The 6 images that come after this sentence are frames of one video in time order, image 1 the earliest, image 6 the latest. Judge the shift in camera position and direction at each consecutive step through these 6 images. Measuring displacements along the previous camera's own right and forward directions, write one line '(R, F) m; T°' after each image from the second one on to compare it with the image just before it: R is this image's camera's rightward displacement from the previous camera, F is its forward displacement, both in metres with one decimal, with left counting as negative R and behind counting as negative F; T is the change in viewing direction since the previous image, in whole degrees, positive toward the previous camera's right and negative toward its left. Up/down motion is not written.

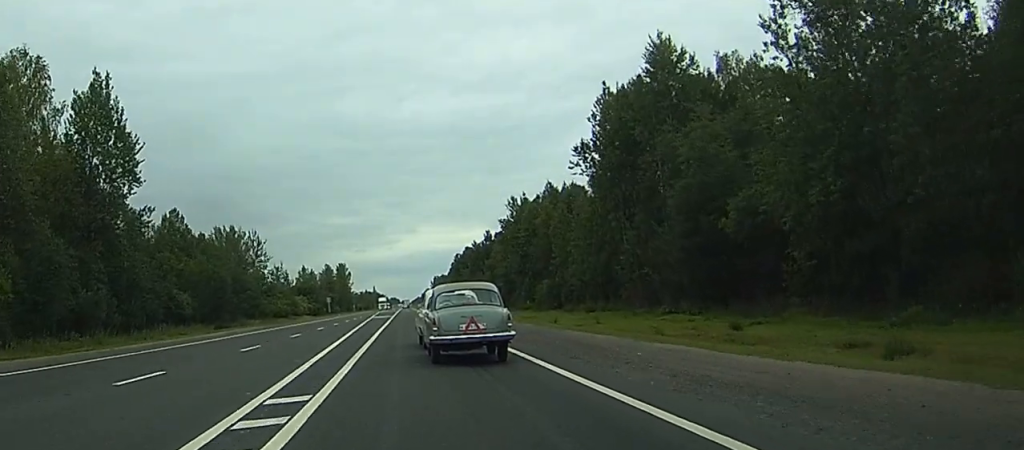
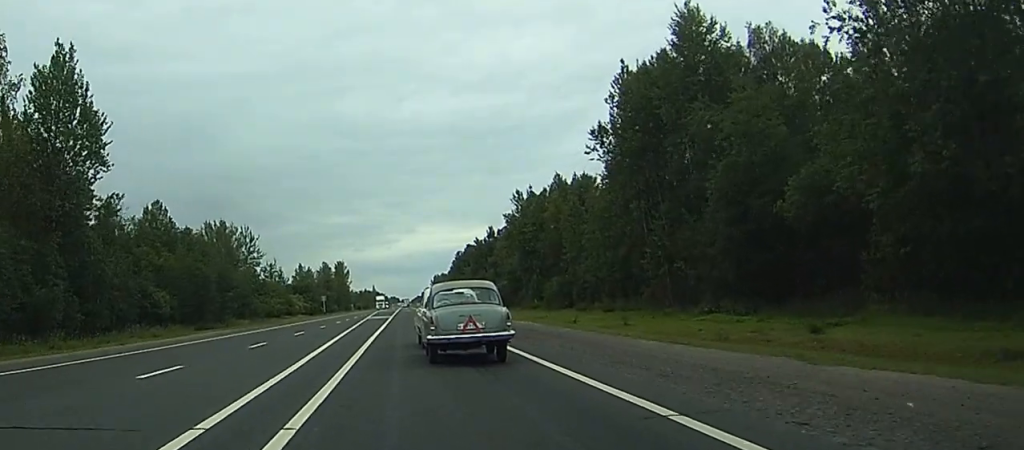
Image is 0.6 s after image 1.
(0.0, +10.4) m; 0°
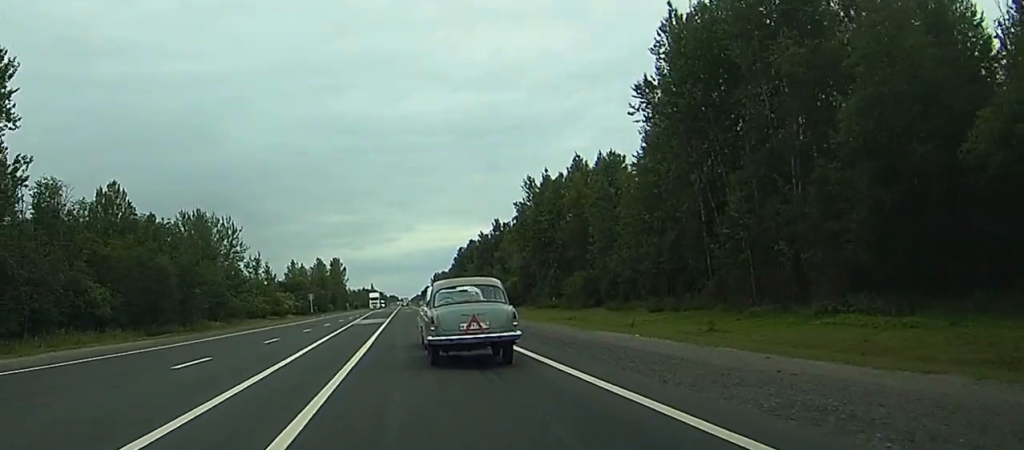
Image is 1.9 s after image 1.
(0.0, +20.7) m; 0°
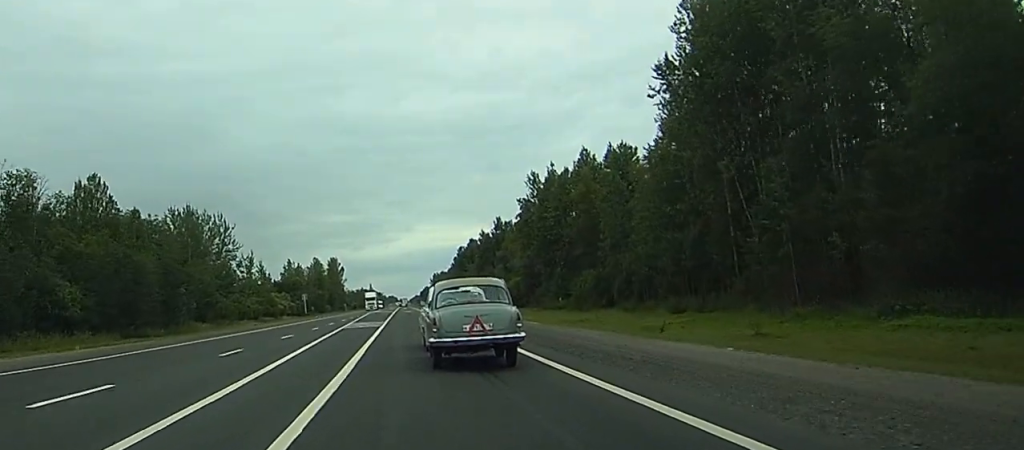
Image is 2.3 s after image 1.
(0.0, +7.4) m; 0°
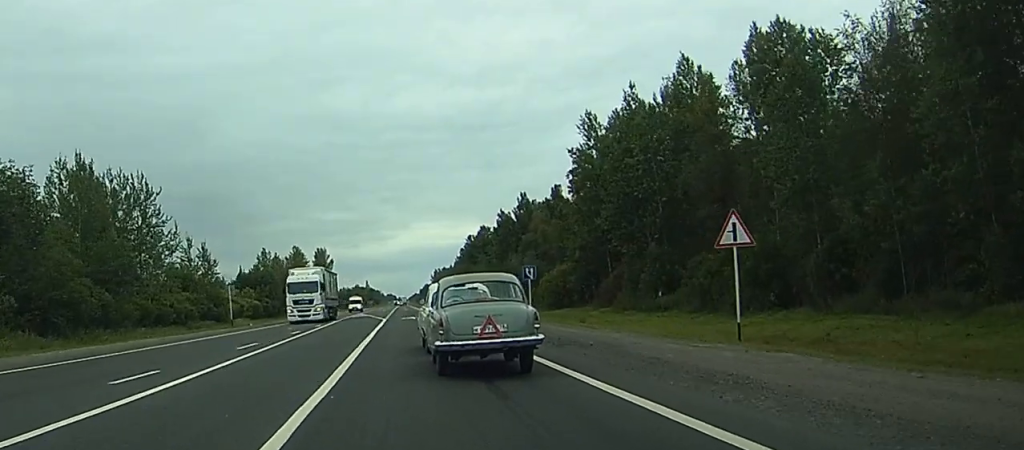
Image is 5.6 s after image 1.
(-0.1, +56.7) m; 0°
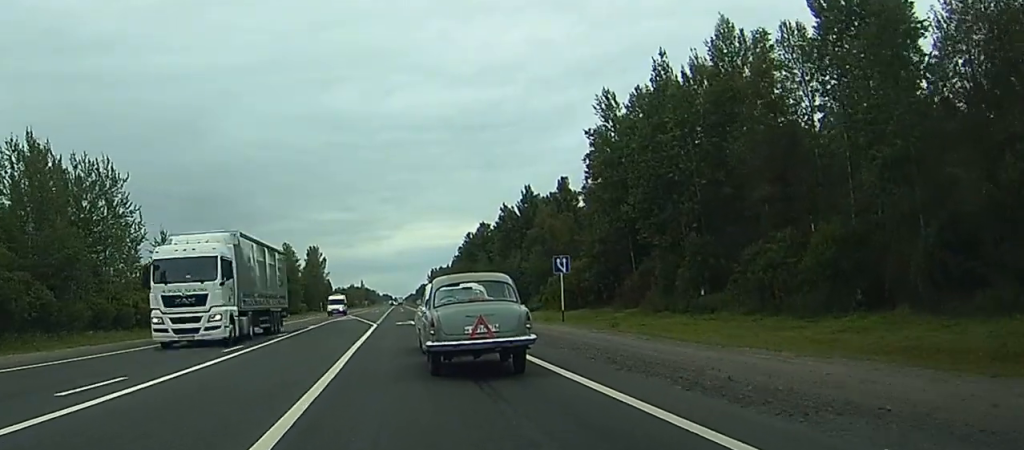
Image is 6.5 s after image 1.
(0.0, +13.9) m; 0°
